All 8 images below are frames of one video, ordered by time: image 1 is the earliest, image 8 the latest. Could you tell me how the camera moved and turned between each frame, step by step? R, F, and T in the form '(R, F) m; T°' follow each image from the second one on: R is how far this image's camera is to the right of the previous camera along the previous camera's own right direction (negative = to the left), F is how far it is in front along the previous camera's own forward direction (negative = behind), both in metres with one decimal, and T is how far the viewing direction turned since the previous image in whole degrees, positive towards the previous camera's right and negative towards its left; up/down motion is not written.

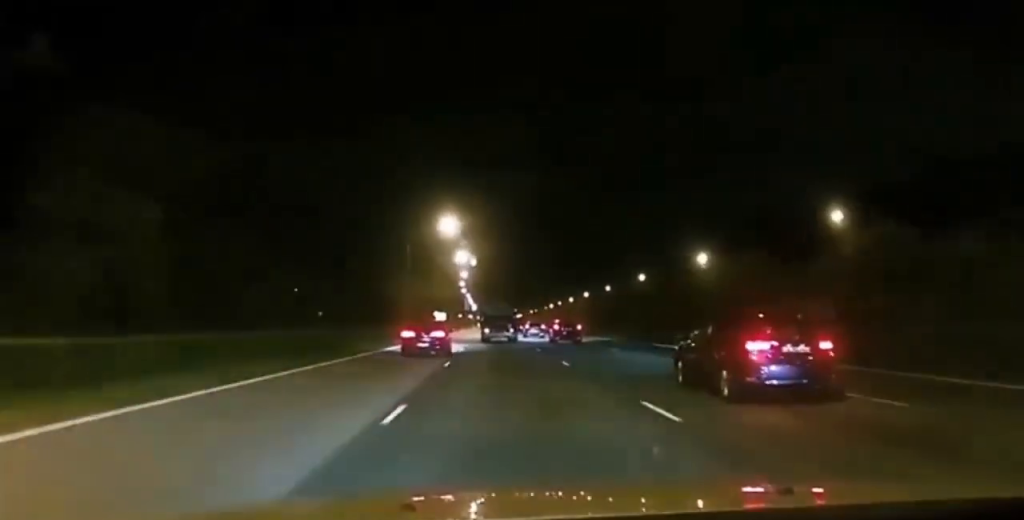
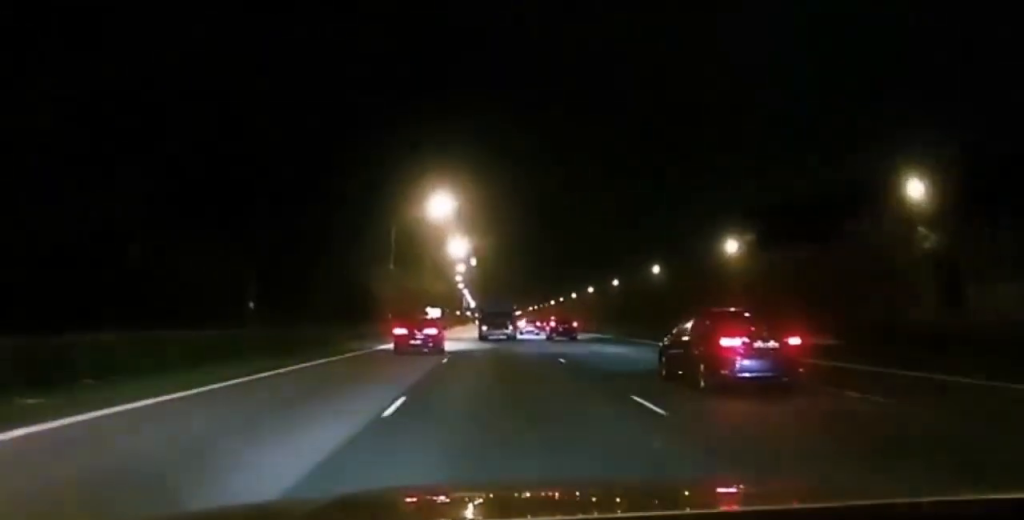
(0.0, +11.6) m; 0°
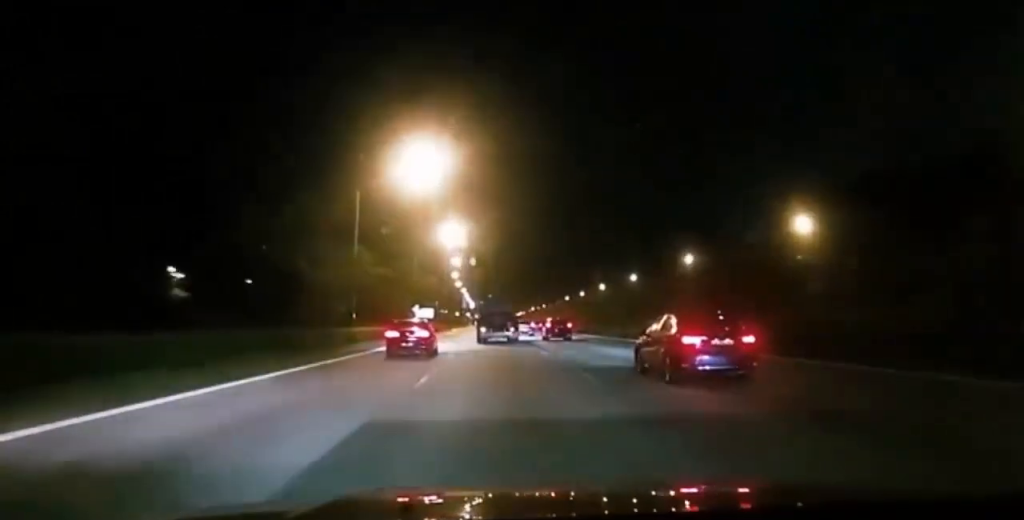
(0.0, +18.9) m; 0°
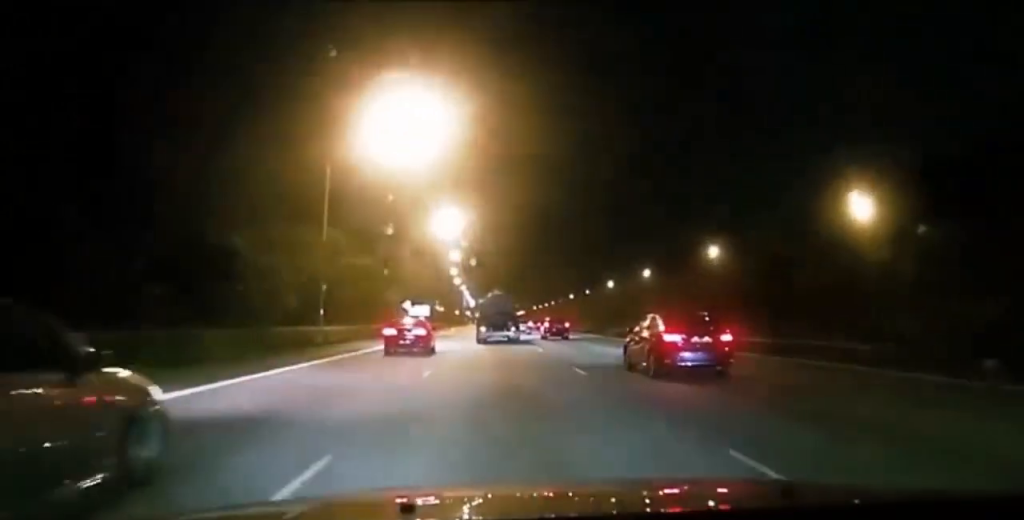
(0.0, +10.3) m; -1°
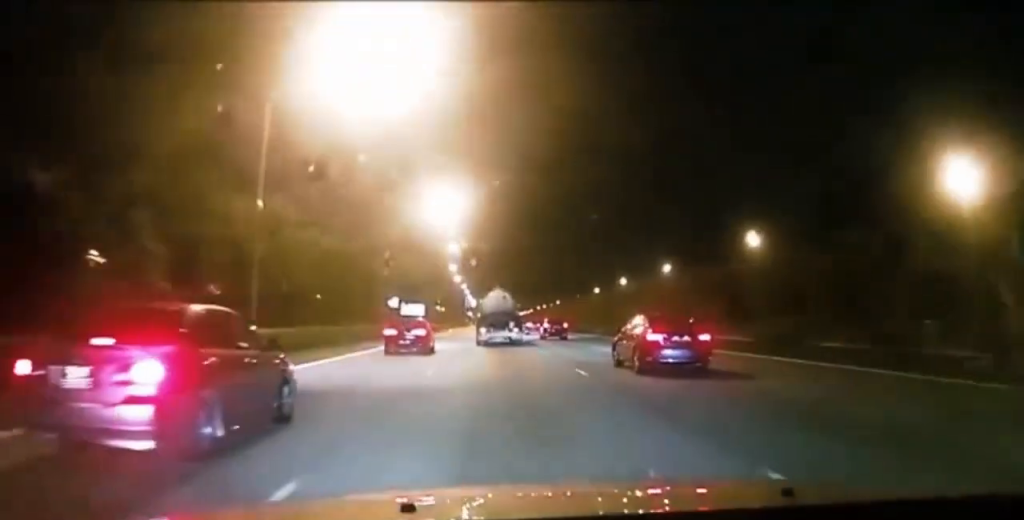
(-0.2, +12.6) m; 0°
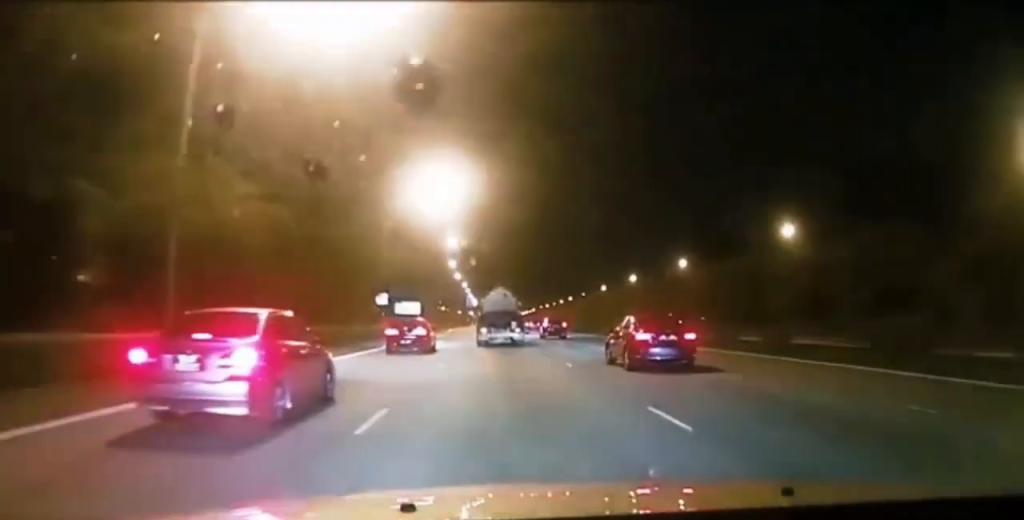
(-0.2, +8.4) m; 0°
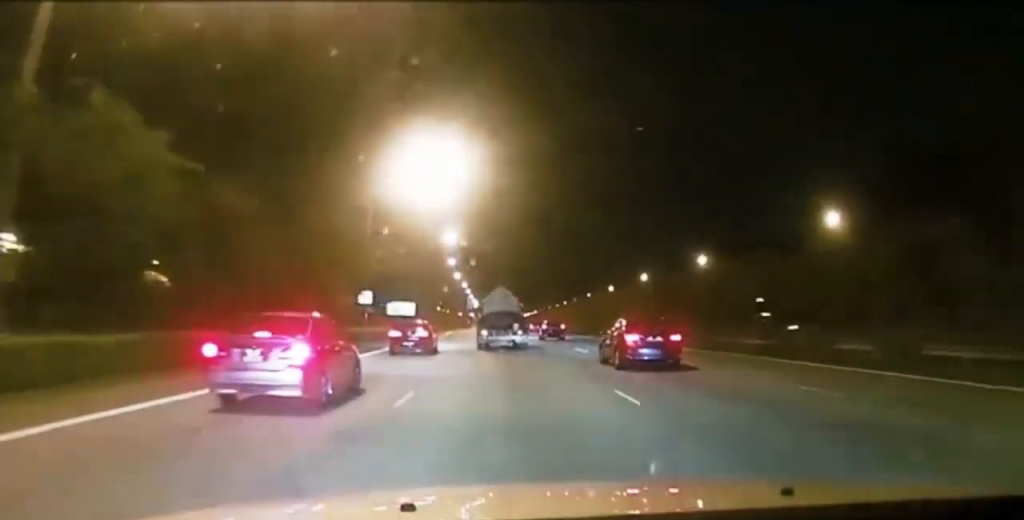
(+0.2, +8.8) m; +1°
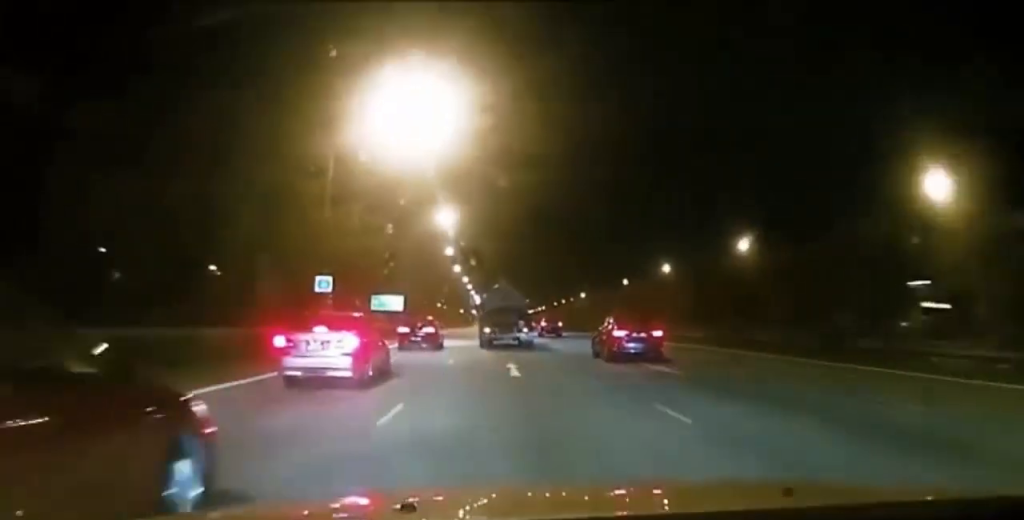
(+0.2, +14.6) m; 0°
